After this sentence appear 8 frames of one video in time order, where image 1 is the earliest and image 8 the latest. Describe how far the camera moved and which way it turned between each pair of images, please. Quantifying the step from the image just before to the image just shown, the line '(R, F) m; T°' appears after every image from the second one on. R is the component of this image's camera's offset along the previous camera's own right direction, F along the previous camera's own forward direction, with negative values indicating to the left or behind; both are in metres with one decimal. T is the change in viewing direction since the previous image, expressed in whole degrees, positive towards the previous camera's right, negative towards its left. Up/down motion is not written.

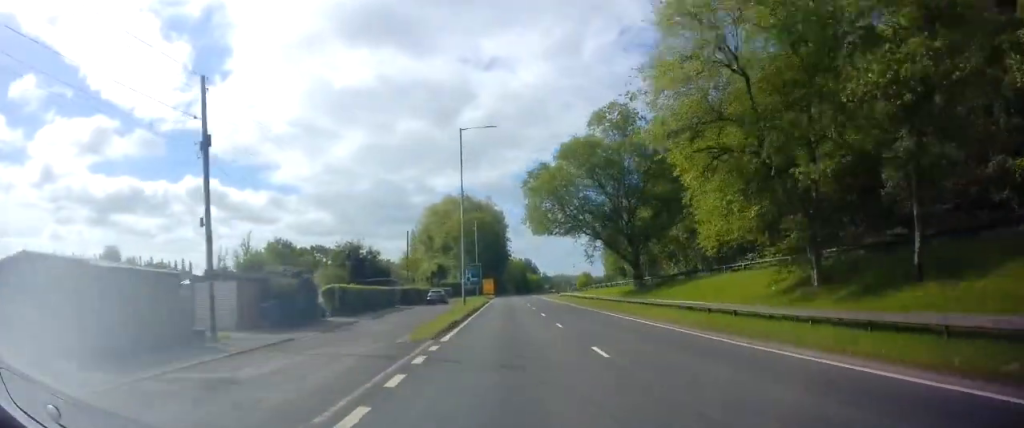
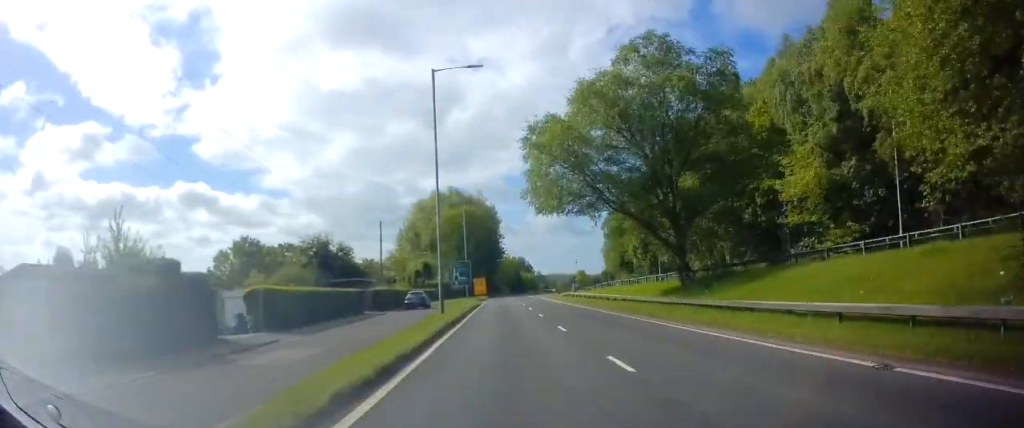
(-0.1, +10.8) m; 0°
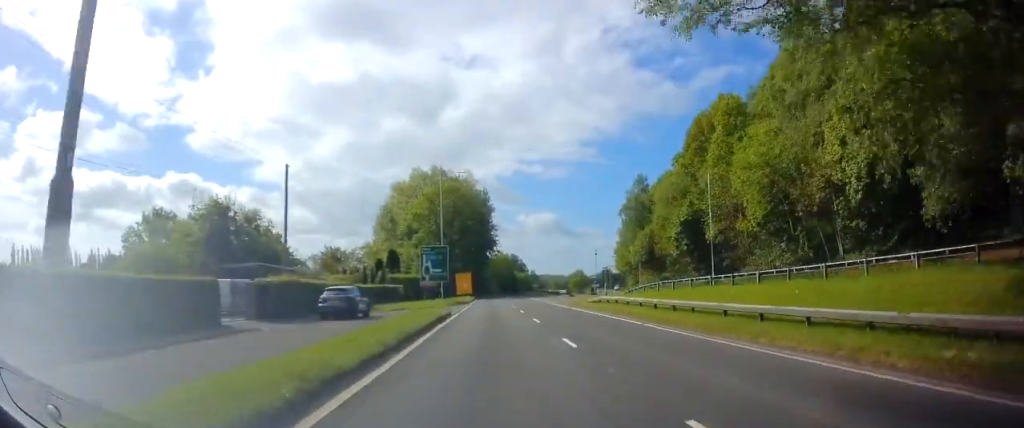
(+0.4, +22.9) m; +1°
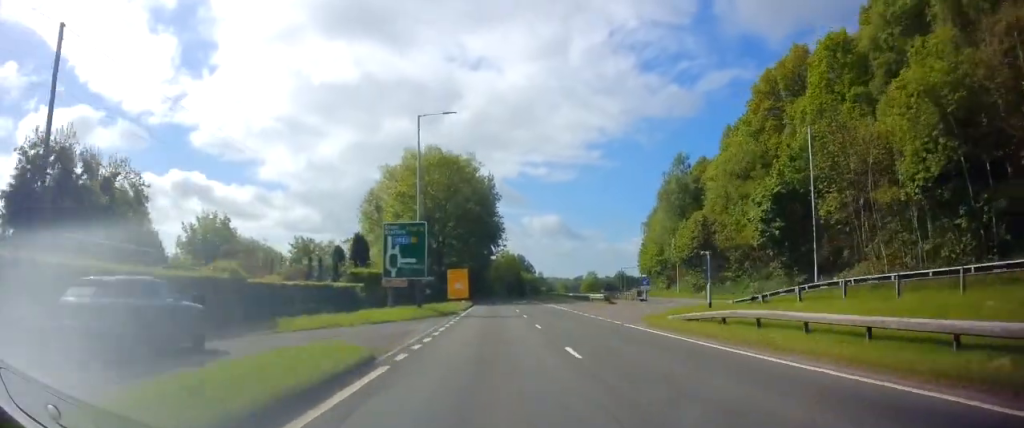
(0.0, +19.1) m; 0°
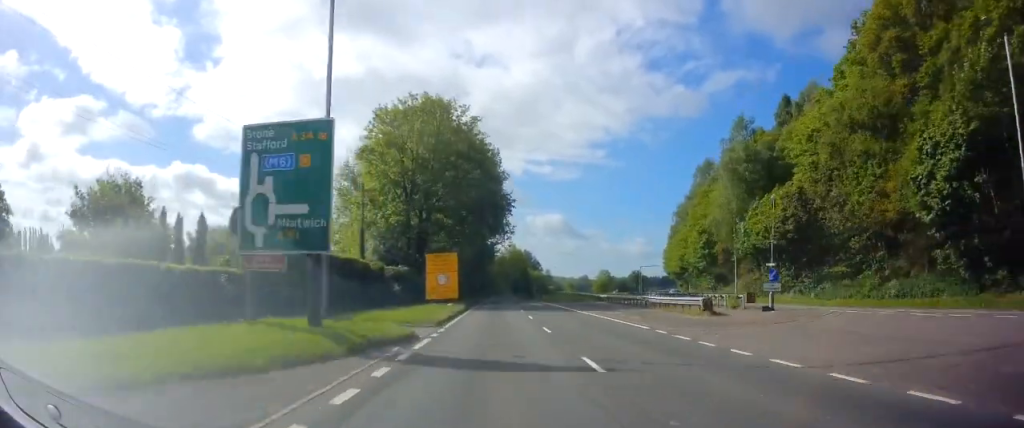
(0.0, +19.6) m; 0°
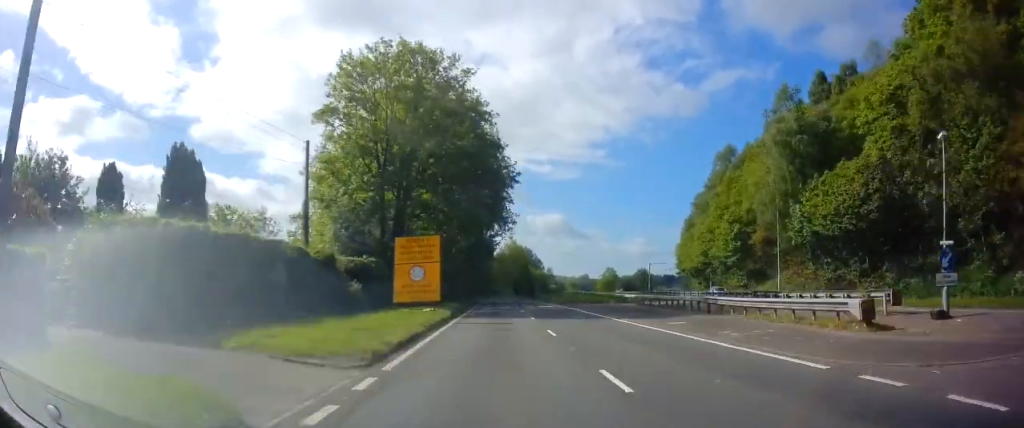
(0.0, +10.8) m; 0°
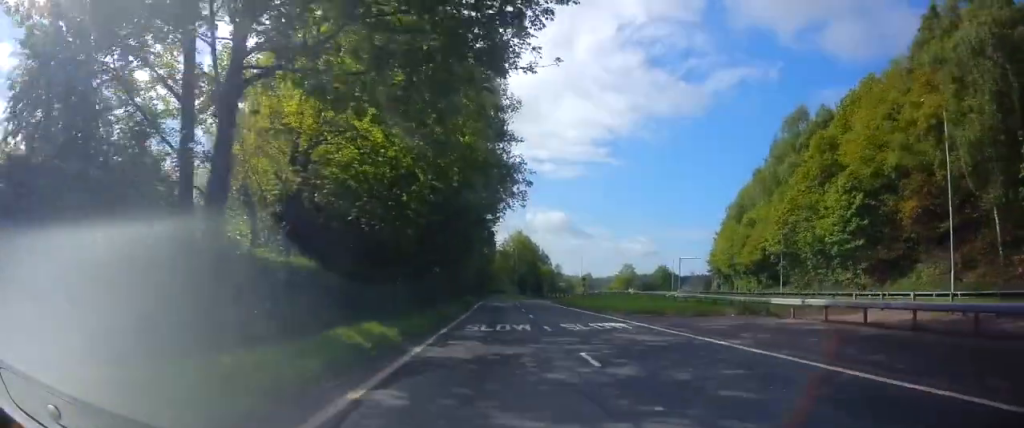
(-0.1, +24.3) m; 0°
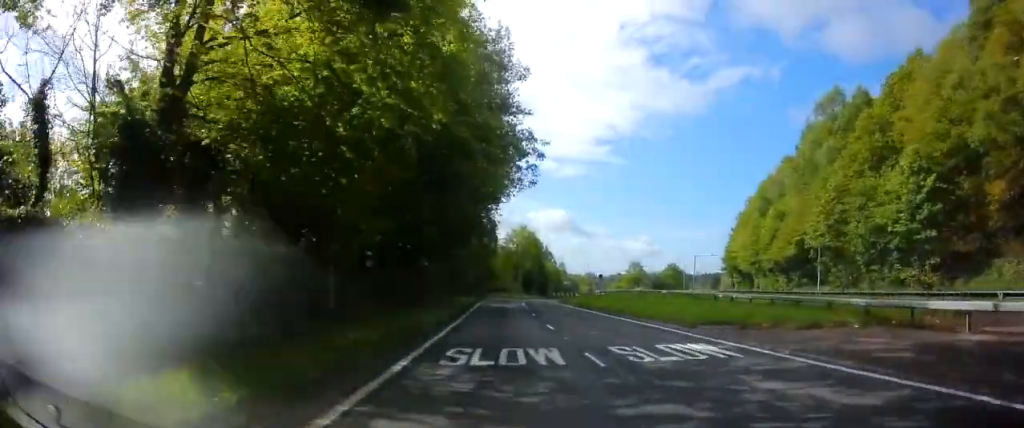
(+0.1, +8.9) m; 0°
